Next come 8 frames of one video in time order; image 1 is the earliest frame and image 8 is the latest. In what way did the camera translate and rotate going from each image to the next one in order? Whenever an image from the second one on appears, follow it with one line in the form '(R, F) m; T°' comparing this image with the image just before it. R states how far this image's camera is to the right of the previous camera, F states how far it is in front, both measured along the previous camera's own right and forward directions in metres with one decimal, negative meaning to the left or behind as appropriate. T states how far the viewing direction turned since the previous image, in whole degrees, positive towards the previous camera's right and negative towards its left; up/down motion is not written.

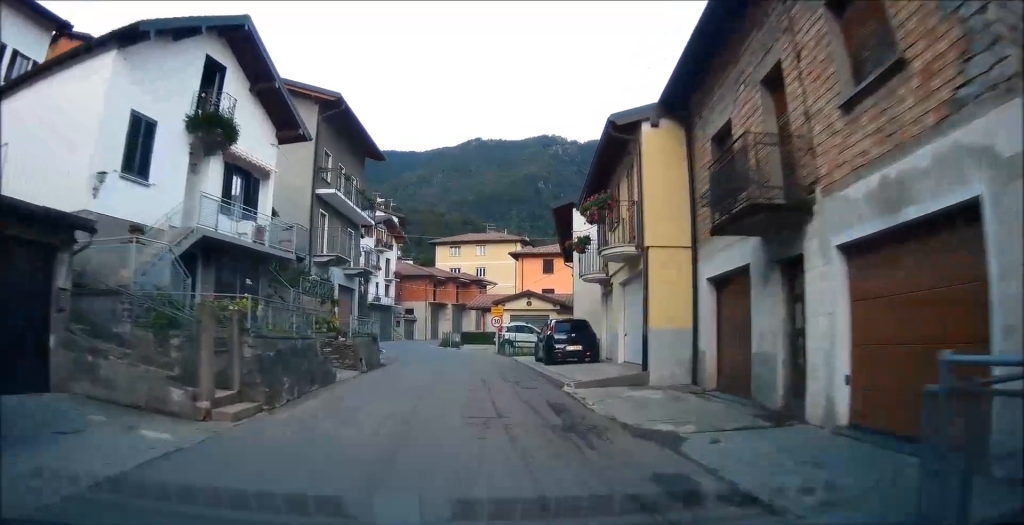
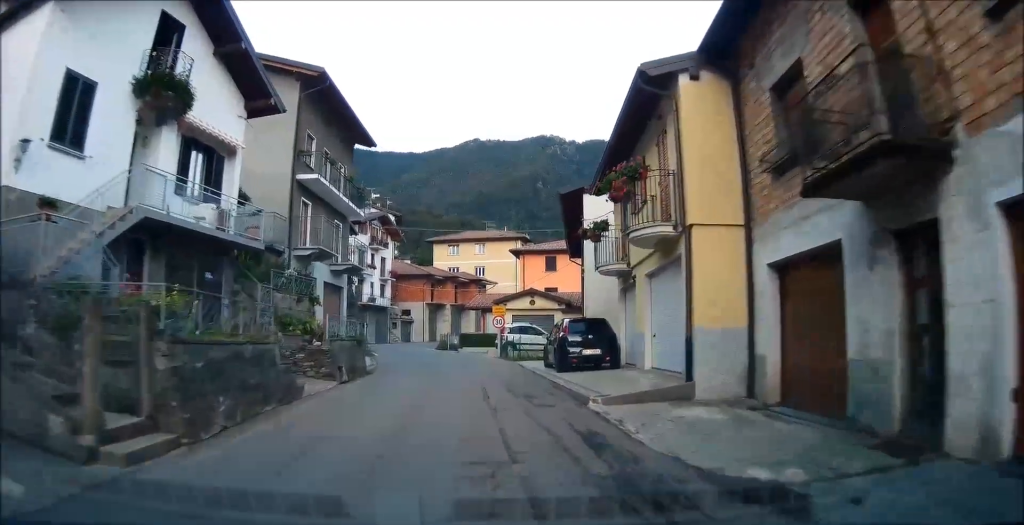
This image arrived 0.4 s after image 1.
(-0.1, +3.0) m; -2°
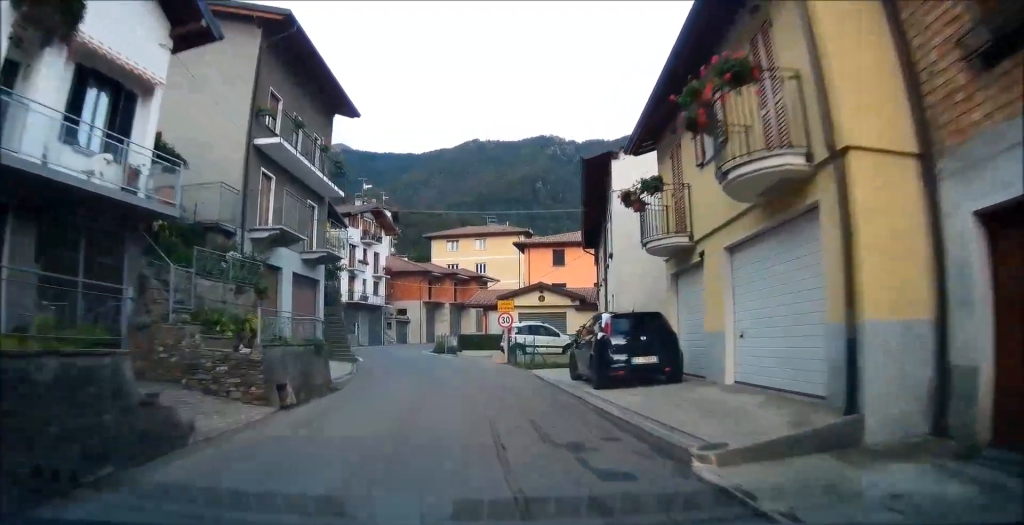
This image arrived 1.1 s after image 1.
(-0.3, +5.3) m; -3°
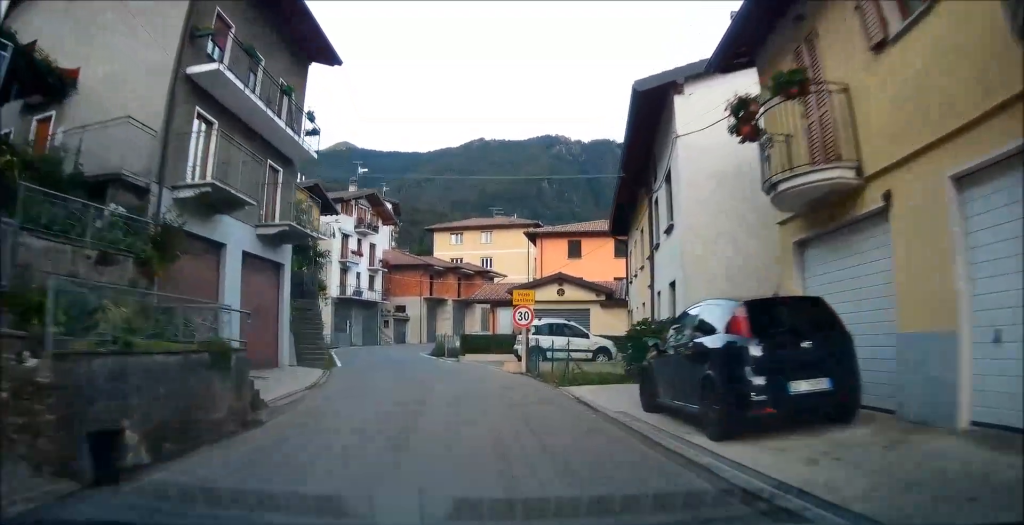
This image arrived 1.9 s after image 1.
(0.0, +6.2) m; -3°
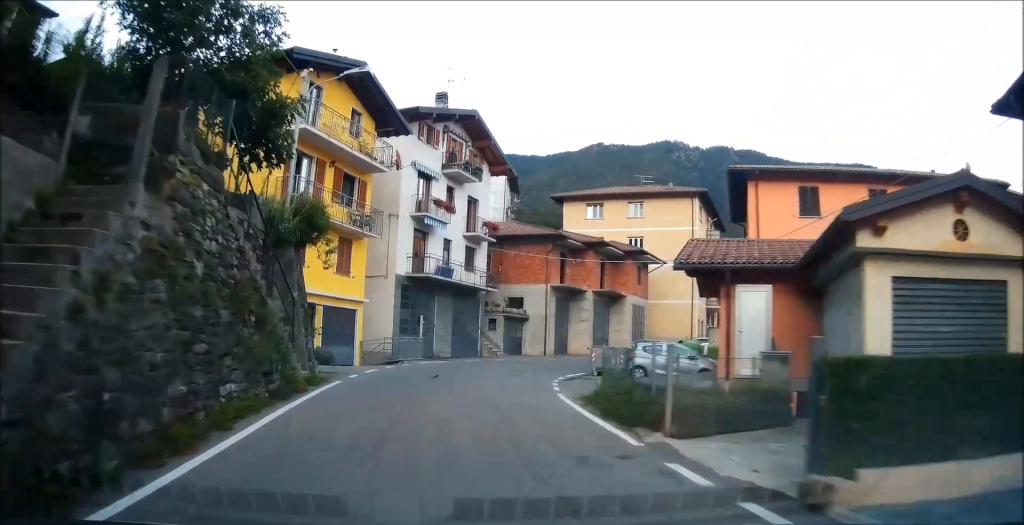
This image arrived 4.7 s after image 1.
(+0.1, +22.4) m; -5°
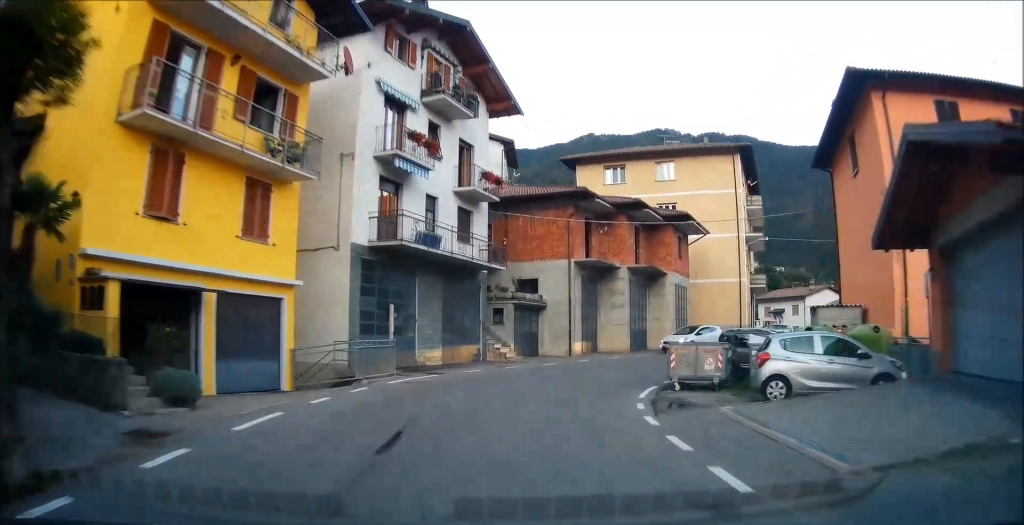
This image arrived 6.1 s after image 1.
(-0.3, +11.2) m; +8°
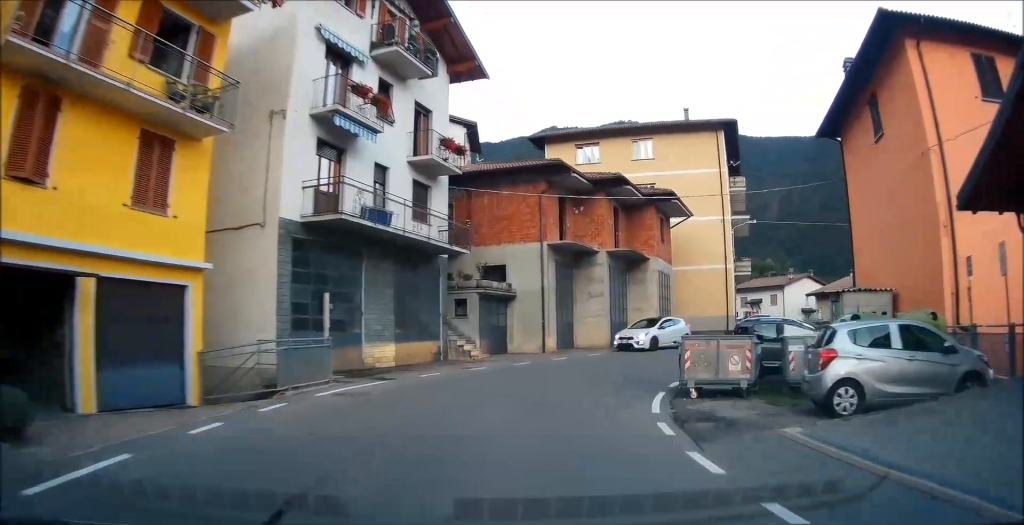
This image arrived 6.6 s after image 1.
(+0.5, +3.9) m; +4°
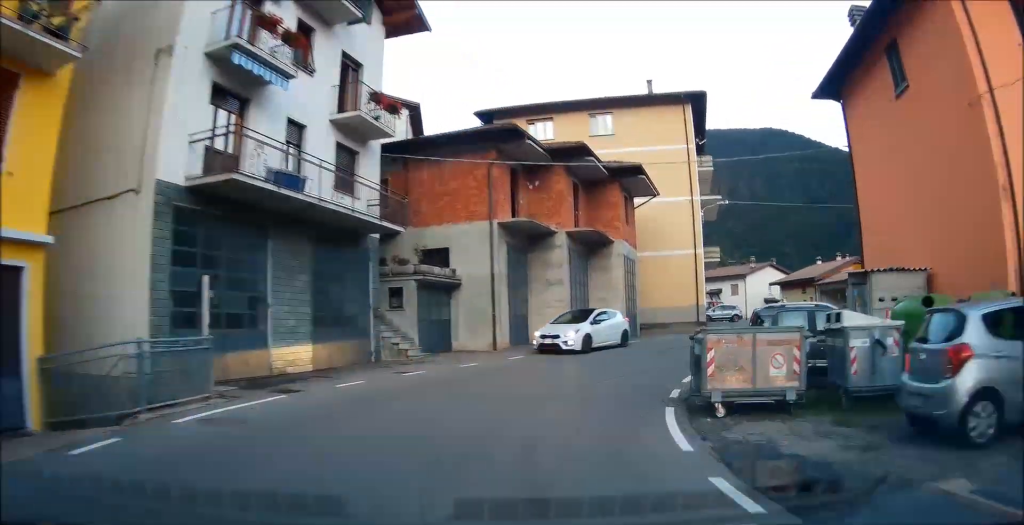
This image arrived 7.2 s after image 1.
(+0.2, +4.1) m; +4°
